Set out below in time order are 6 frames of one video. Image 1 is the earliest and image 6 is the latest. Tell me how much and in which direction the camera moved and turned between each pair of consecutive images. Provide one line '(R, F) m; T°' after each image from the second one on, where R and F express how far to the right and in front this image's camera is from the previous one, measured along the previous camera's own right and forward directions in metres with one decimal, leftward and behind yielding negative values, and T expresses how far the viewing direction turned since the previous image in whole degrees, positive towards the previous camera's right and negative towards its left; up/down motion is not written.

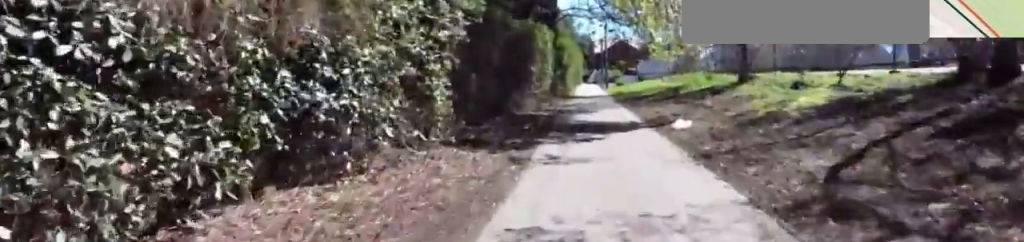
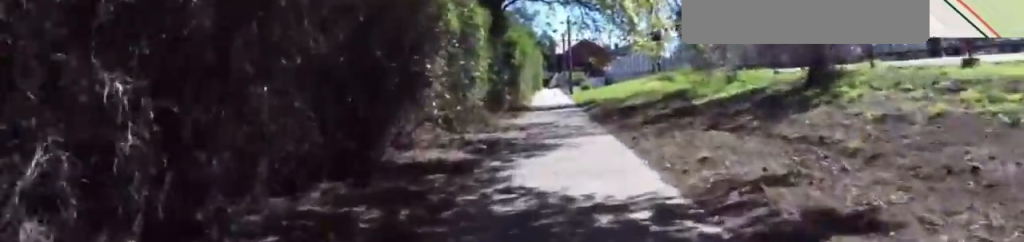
(-0.1, +8.5) m; -6°
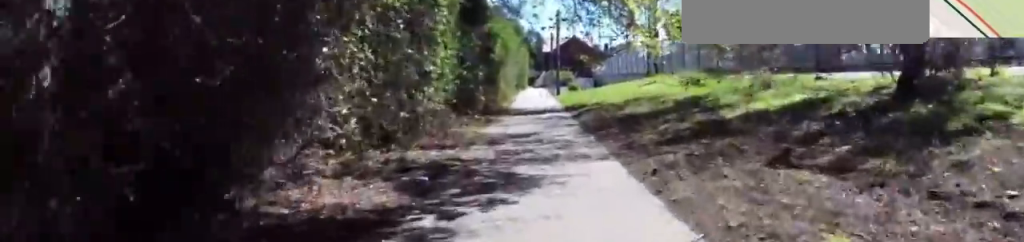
(-0.3, +3.1) m; -1°
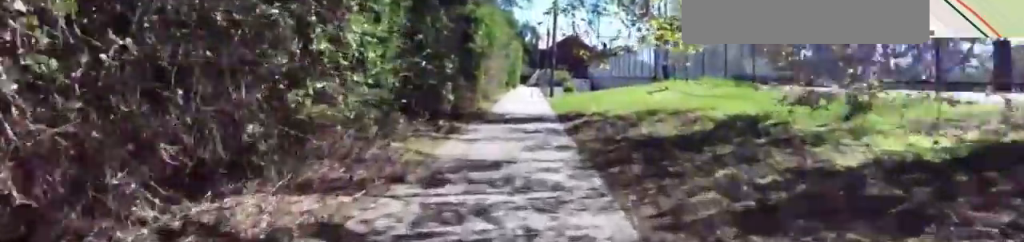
(-0.2, +3.8) m; -1°
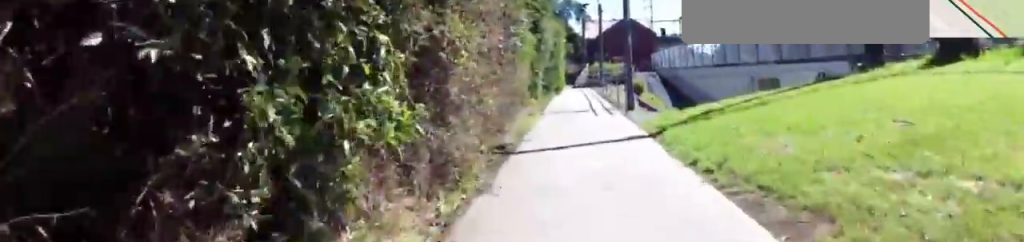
(+0.7, +15.4) m; +3°
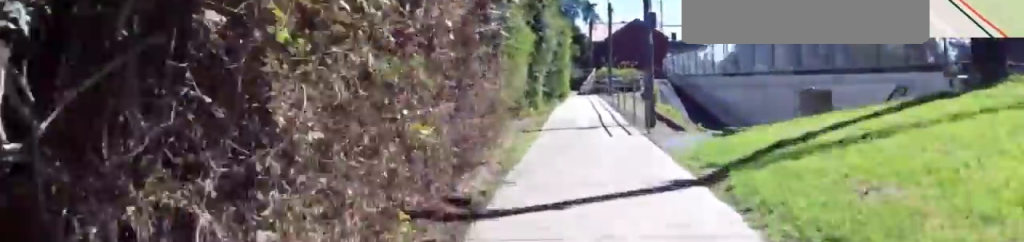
(0.0, +3.4) m; 0°
